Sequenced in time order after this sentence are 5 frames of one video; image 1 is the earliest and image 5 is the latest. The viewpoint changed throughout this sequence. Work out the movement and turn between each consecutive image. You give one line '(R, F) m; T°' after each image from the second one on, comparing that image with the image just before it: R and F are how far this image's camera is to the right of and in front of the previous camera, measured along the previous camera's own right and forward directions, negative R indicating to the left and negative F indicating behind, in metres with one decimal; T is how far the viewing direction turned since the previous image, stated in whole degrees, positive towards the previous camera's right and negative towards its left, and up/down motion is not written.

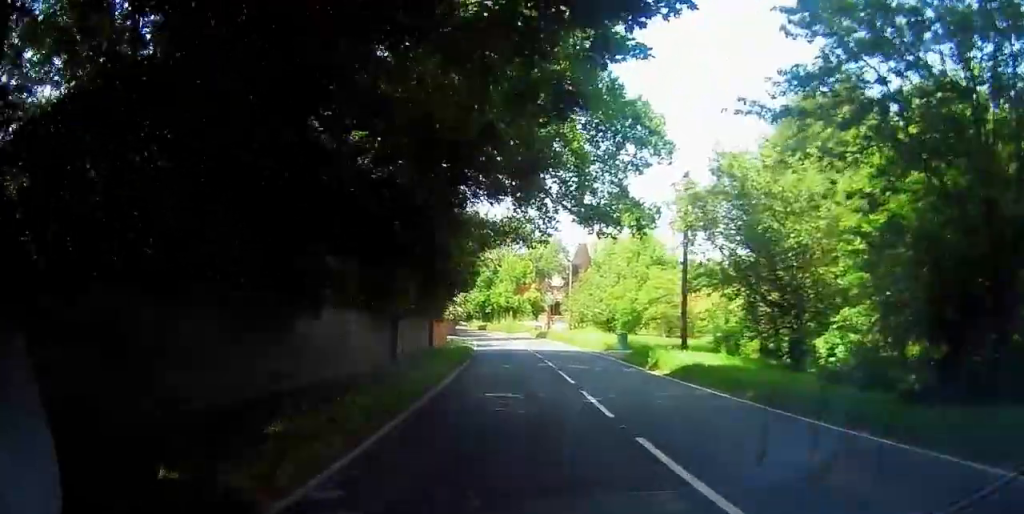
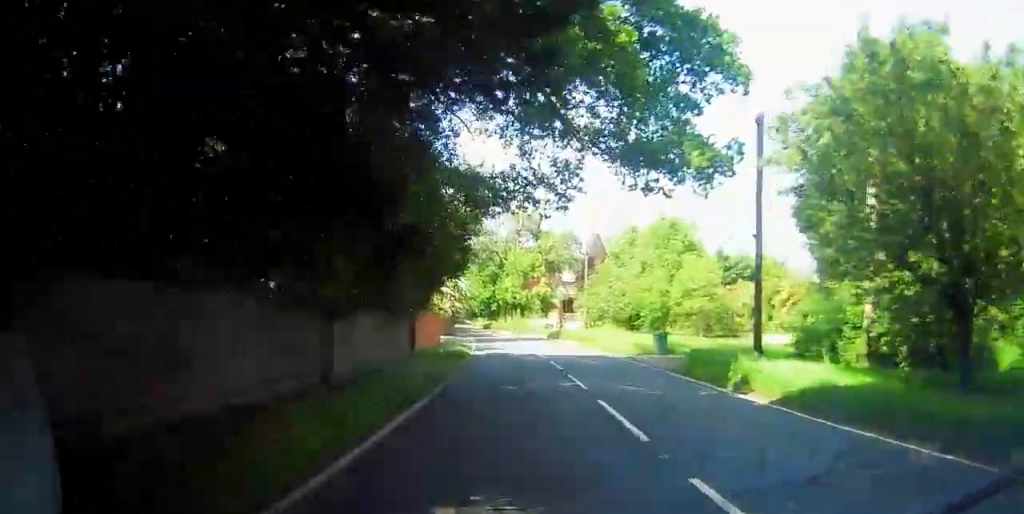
(+1.6, +8.4) m; +3°
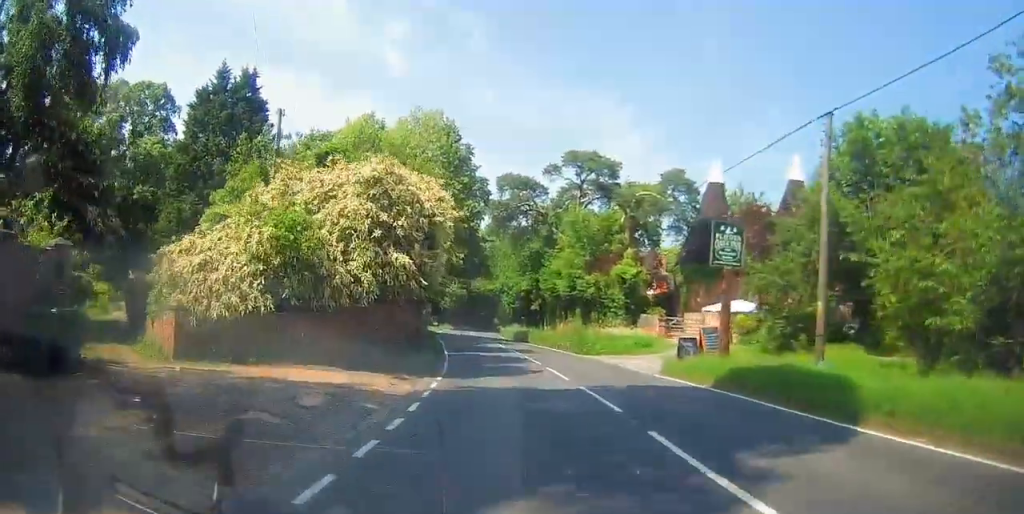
(-5.9, +41.1) m; -10°
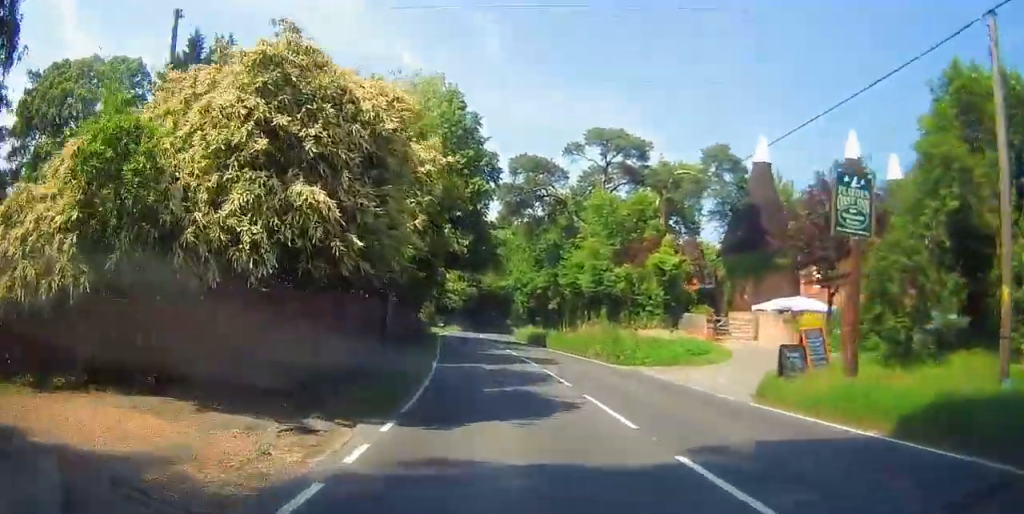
(-0.1, +7.5) m; -1°
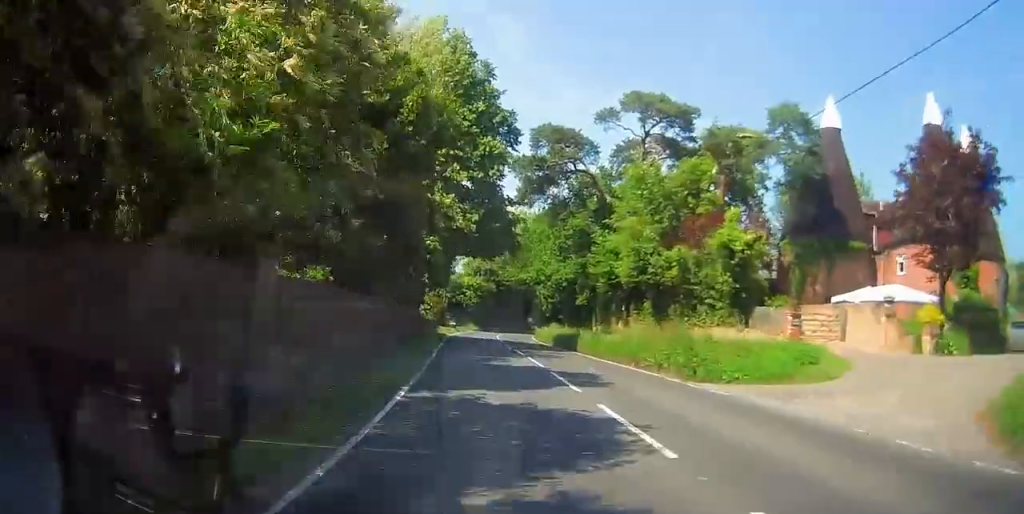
(-0.1, +8.0) m; -1°
